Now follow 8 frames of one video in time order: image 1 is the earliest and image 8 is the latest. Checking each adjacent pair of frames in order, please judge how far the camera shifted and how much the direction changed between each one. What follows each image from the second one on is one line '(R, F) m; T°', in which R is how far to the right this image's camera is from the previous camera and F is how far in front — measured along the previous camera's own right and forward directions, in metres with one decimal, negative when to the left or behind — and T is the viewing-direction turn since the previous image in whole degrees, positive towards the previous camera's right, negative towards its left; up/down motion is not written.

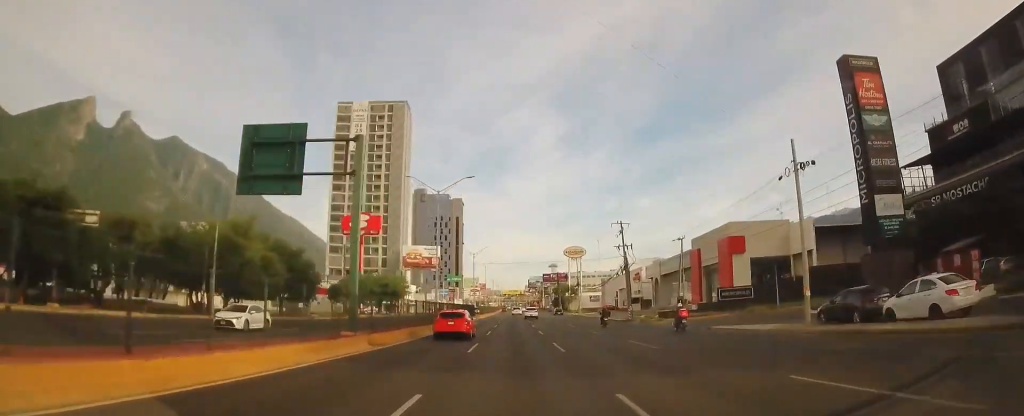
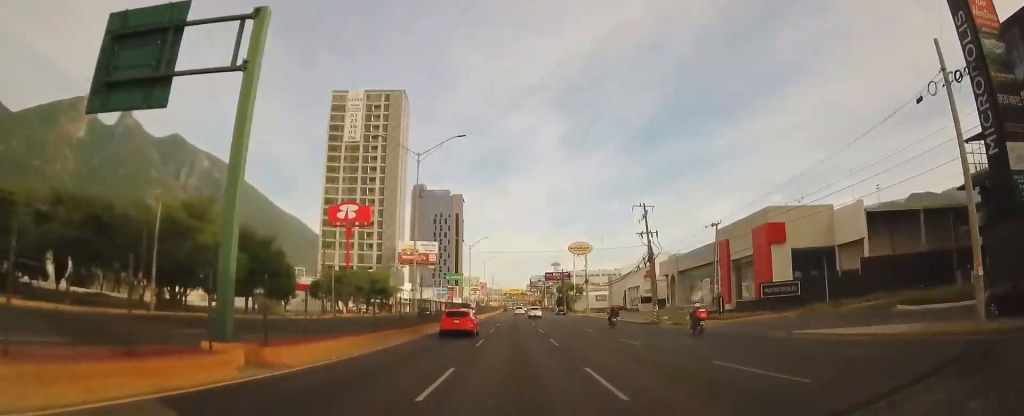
(-0.2, +10.3) m; 0°
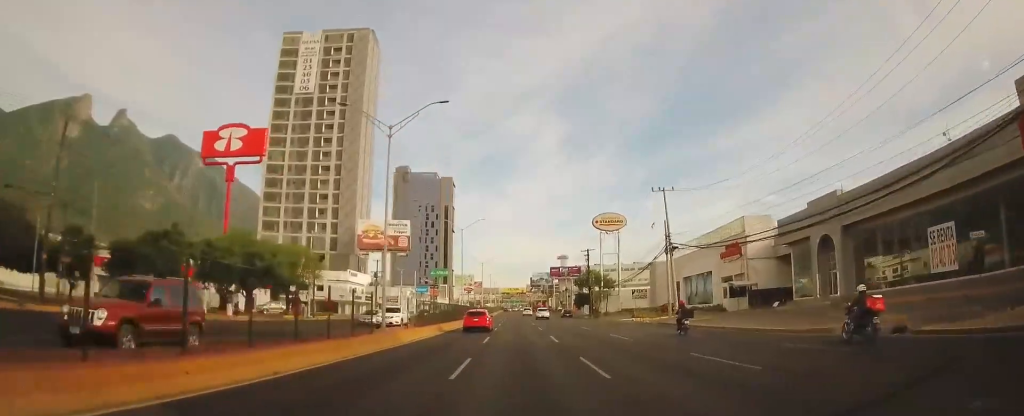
(-0.1, +50.1) m; +1°
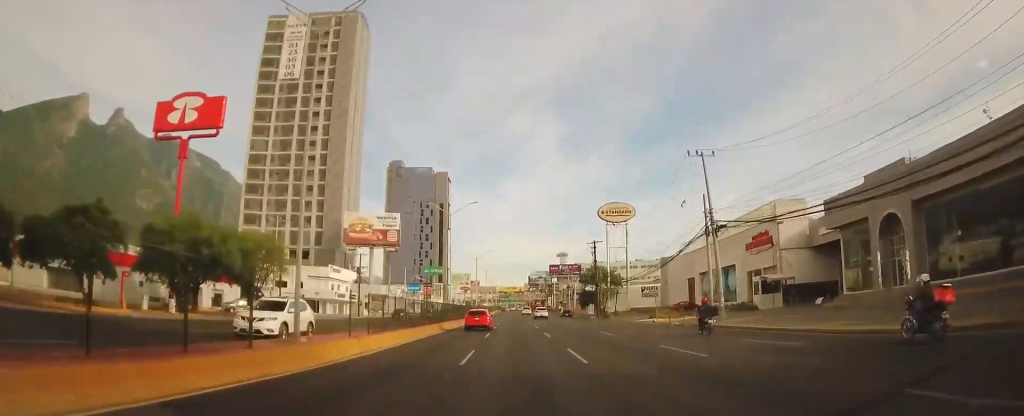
(+0.2, +10.2) m; +1°
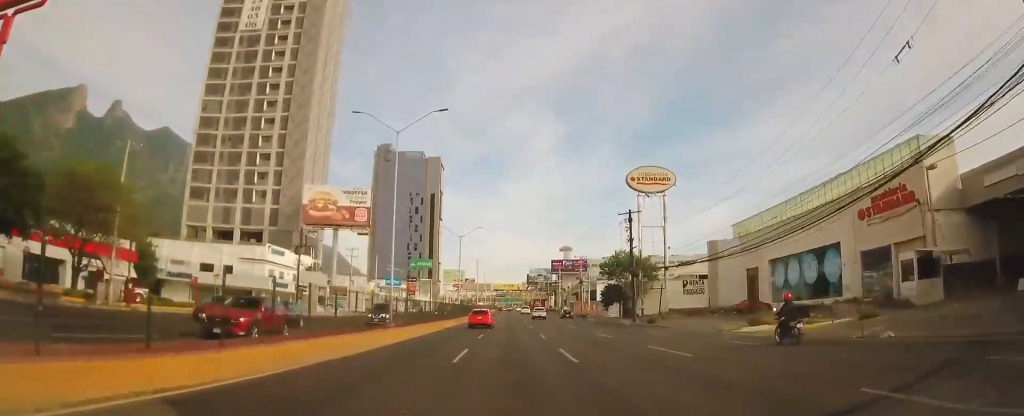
(+0.5, +26.4) m; +1°
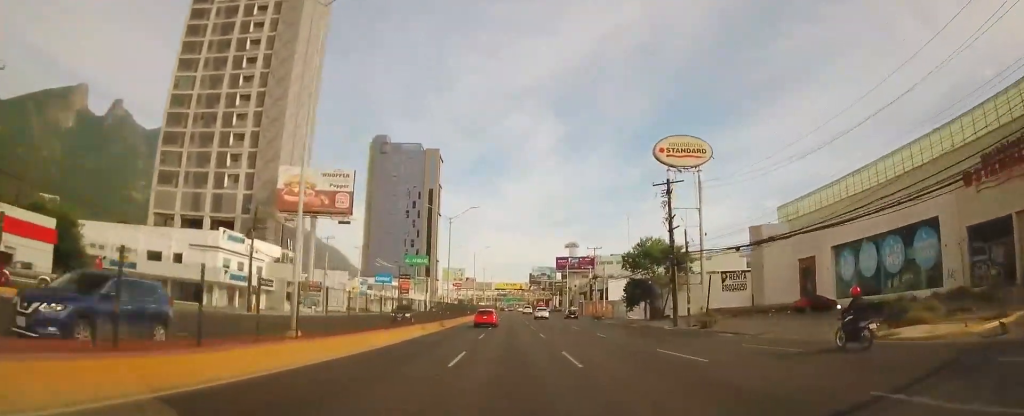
(0.0, +13.5) m; 0°
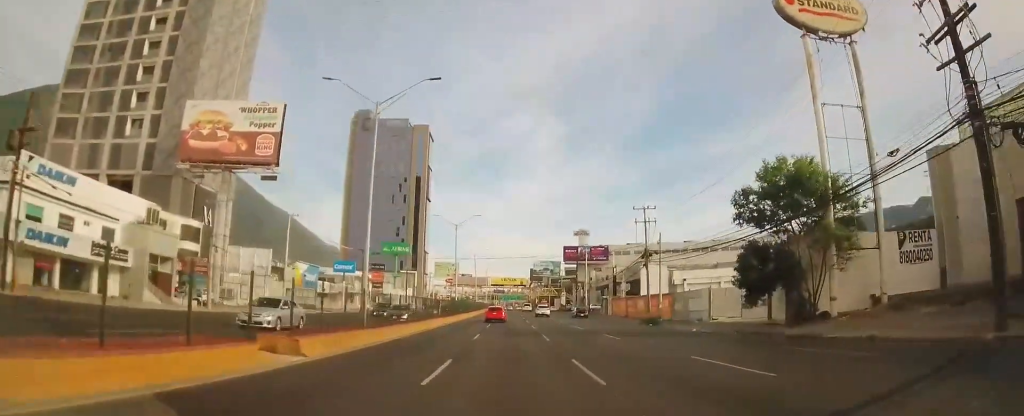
(-0.1, +30.8) m; 0°
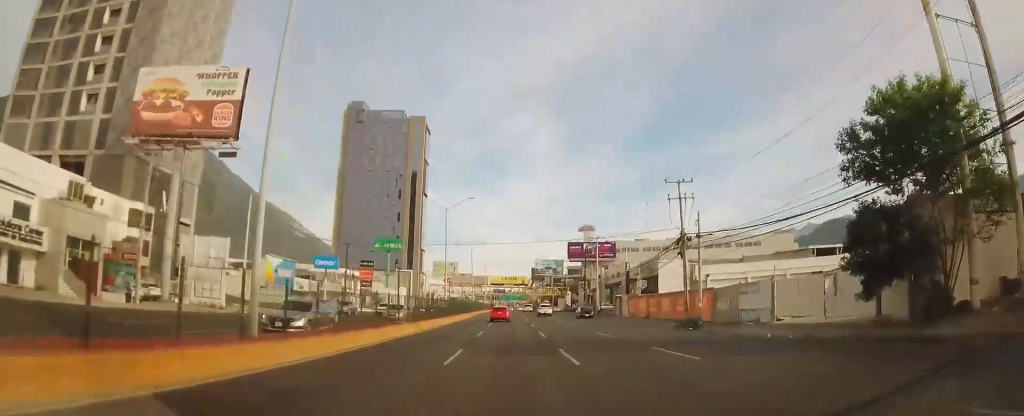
(+0.1, +10.5) m; 0°
